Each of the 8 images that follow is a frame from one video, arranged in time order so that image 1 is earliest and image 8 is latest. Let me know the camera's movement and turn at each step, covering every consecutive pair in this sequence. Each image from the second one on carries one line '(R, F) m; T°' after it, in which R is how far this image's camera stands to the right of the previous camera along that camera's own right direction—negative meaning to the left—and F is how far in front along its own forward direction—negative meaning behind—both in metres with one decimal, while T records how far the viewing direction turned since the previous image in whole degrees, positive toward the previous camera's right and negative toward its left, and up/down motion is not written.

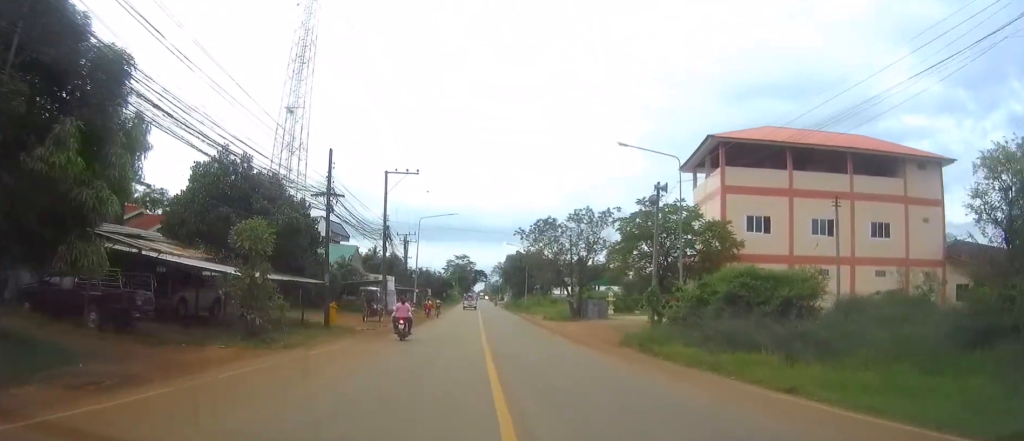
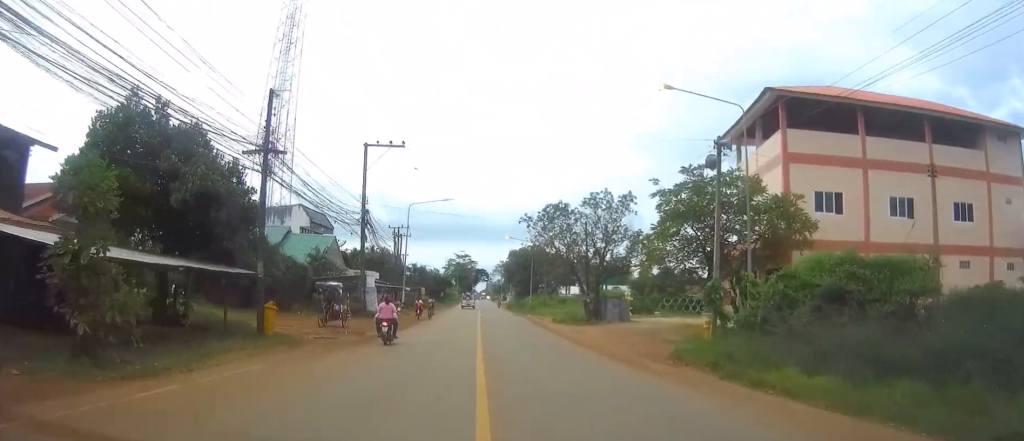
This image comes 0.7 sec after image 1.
(-0.1, +9.0) m; -1°
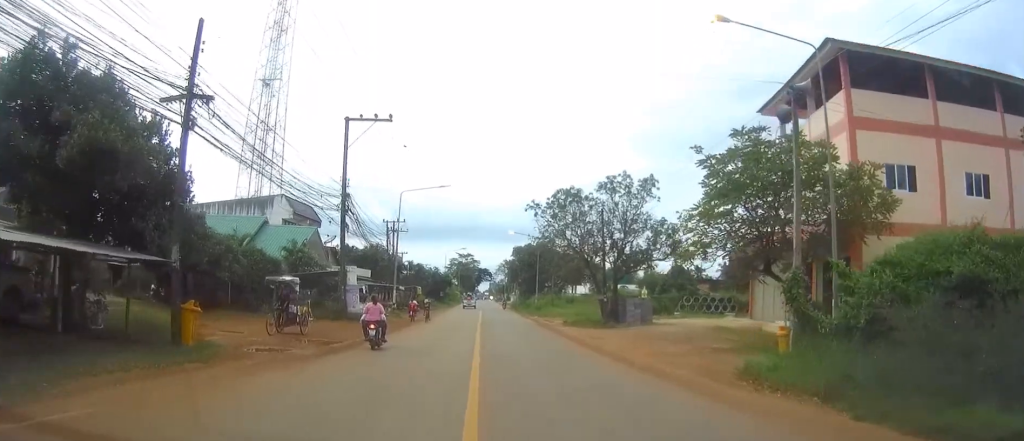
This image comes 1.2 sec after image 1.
(0.0, +6.2) m; 0°
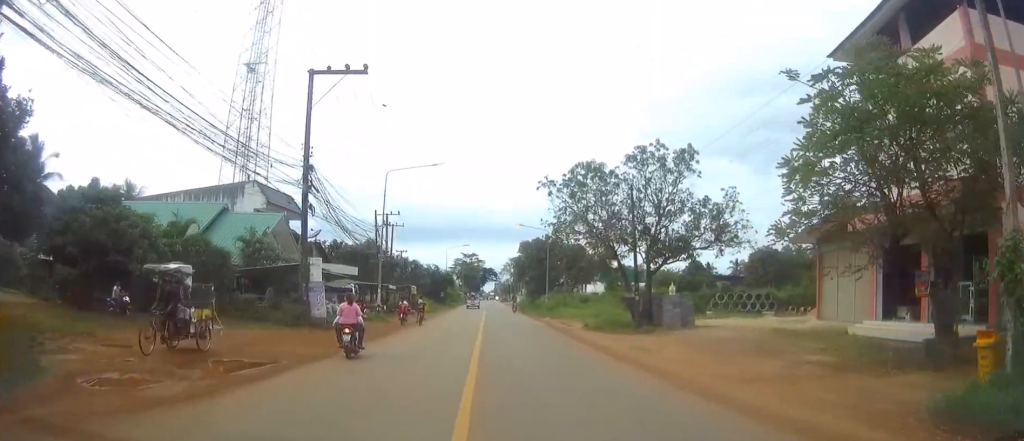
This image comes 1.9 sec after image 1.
(0.0, +7.9) m; -1°
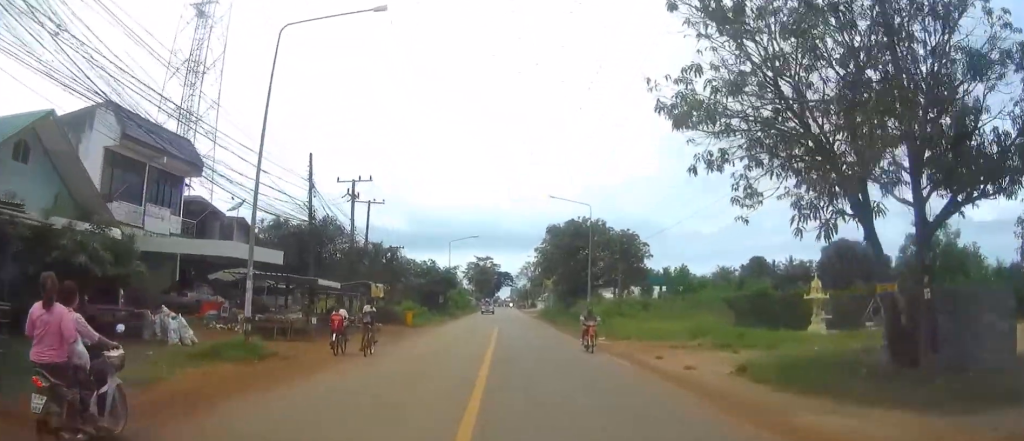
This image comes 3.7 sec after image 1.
(-0.4, +23.3) m; -2°
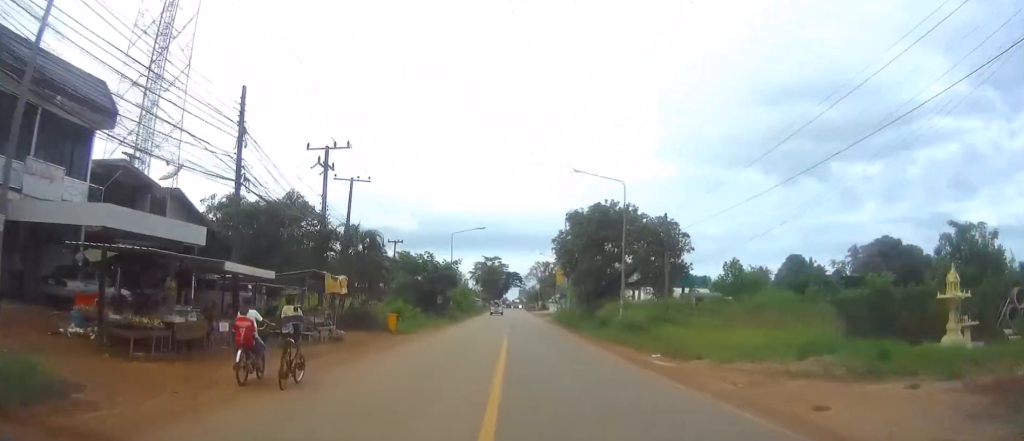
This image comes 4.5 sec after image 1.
(0.0, +10.3) m; 0°
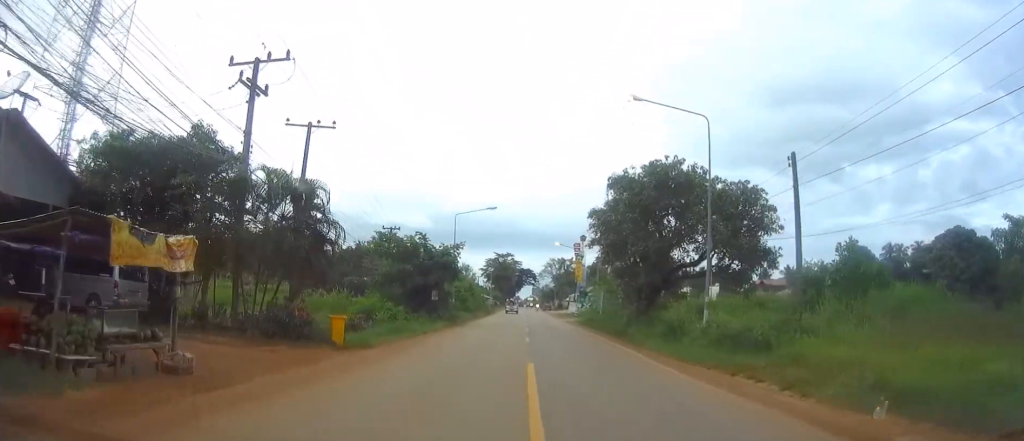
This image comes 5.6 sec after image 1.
(-0.2, +14.3) m; -1°
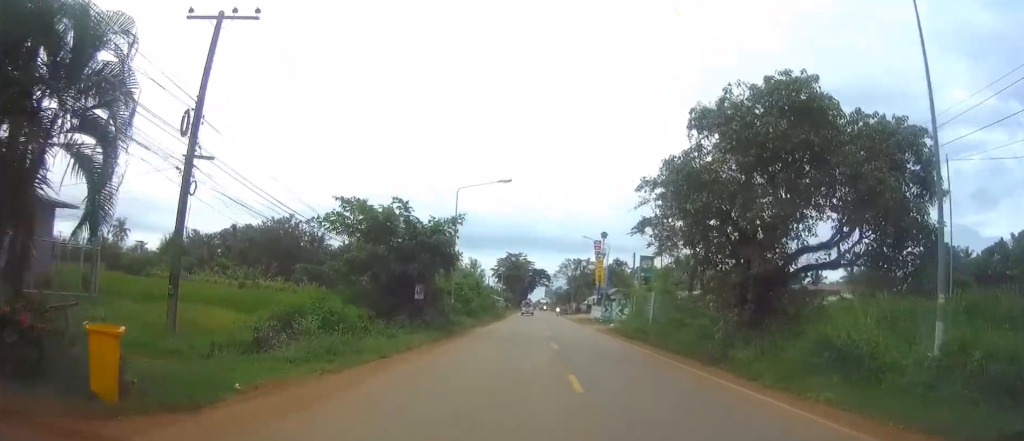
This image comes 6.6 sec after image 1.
(-0.1, +13.6) m; 0°
